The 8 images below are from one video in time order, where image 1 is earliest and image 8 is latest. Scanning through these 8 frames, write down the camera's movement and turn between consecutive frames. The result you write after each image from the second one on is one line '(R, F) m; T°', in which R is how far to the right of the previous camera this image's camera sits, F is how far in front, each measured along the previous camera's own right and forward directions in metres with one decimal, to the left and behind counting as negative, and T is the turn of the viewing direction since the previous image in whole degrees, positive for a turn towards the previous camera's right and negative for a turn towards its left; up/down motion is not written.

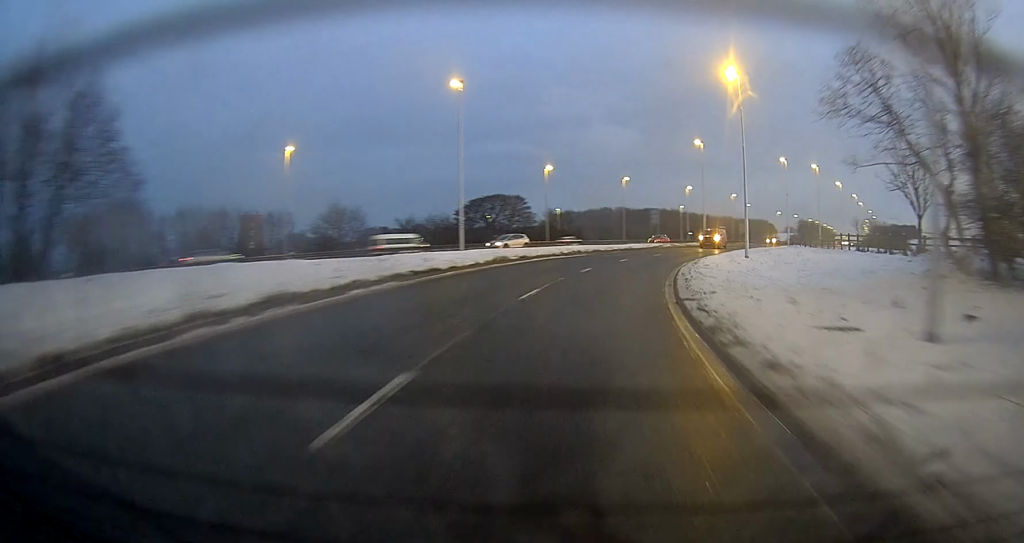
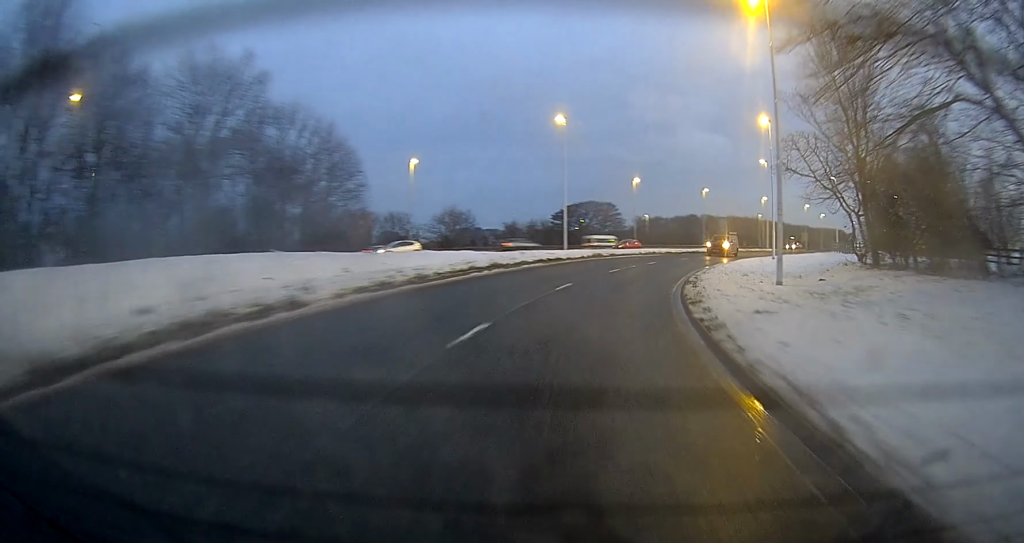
(-0.8, +12.4) m; -9°
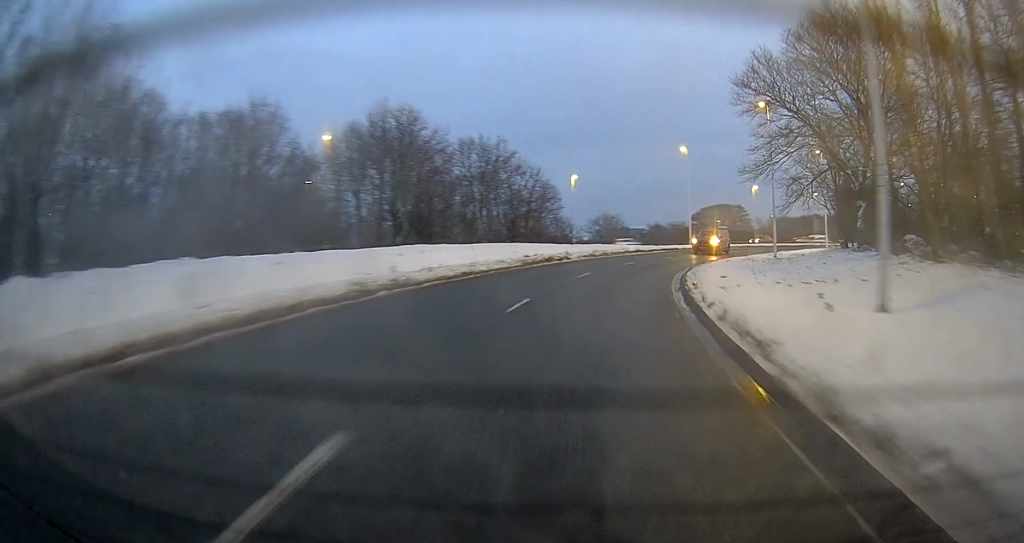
(-2.5, +20.9) m; -13°
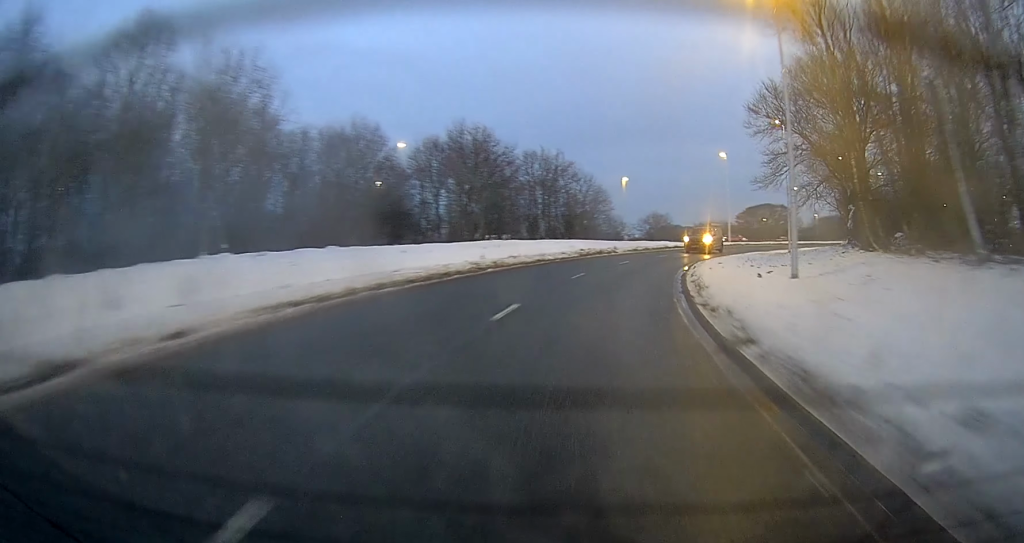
(+0.2, +7.7) m; -5°
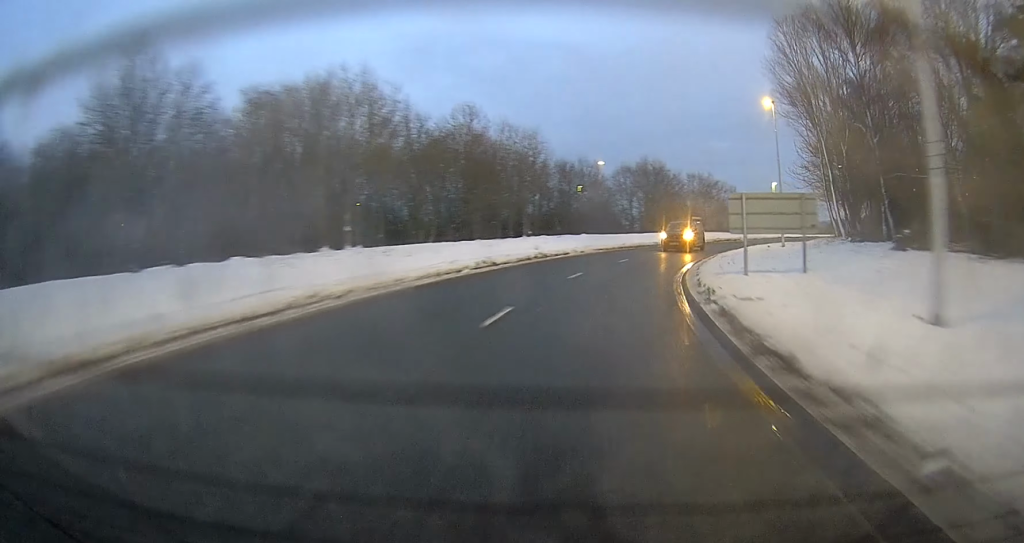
(-4.2, +25.6) m; -16°
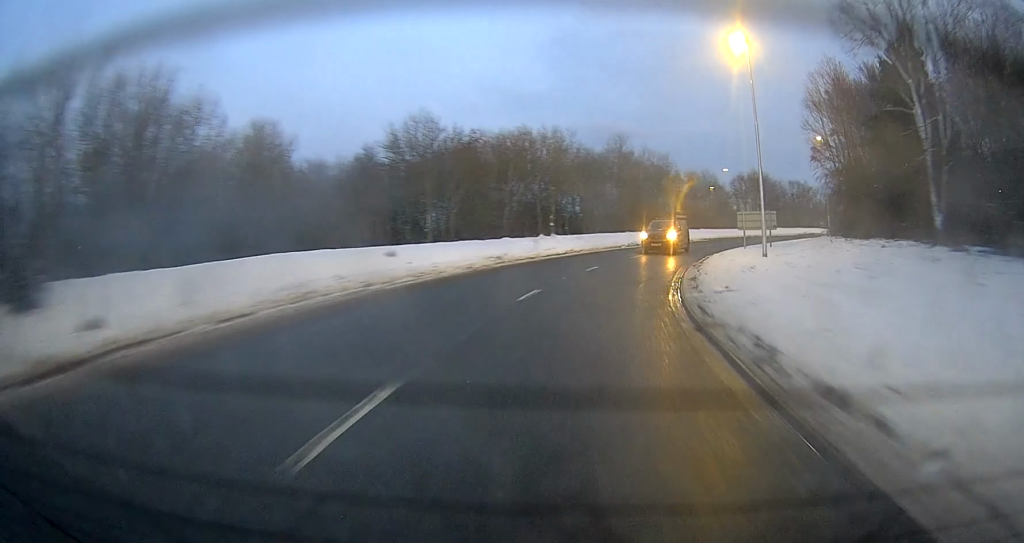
(-1.9, +20.6) m; -12°
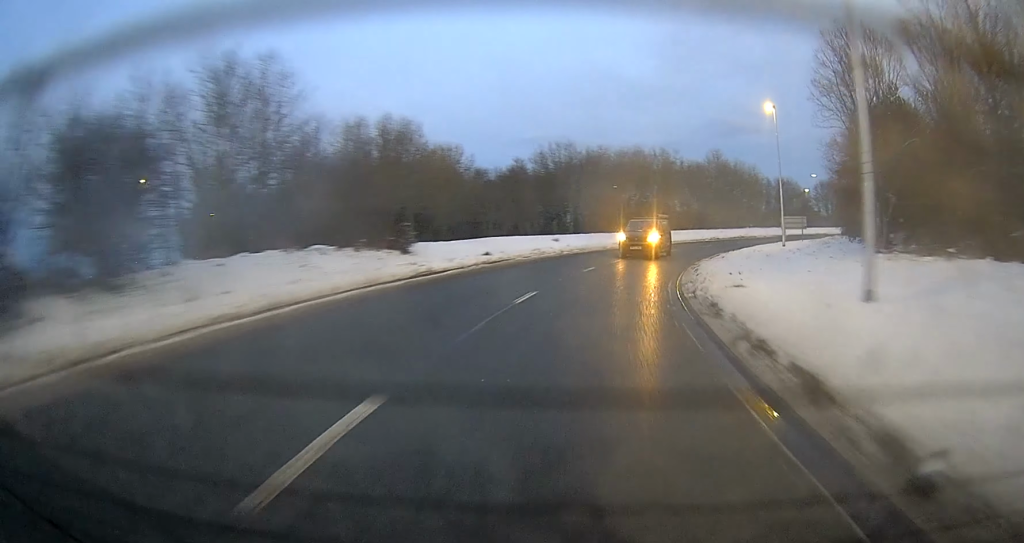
(-1.5, +16.8) m; -11°
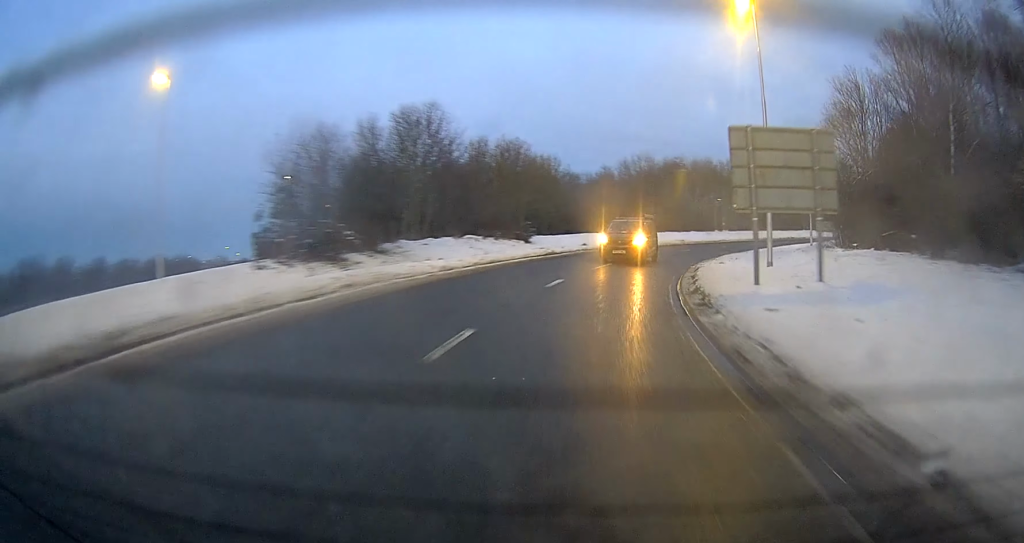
(-1.2, +12.2) m; -8°
